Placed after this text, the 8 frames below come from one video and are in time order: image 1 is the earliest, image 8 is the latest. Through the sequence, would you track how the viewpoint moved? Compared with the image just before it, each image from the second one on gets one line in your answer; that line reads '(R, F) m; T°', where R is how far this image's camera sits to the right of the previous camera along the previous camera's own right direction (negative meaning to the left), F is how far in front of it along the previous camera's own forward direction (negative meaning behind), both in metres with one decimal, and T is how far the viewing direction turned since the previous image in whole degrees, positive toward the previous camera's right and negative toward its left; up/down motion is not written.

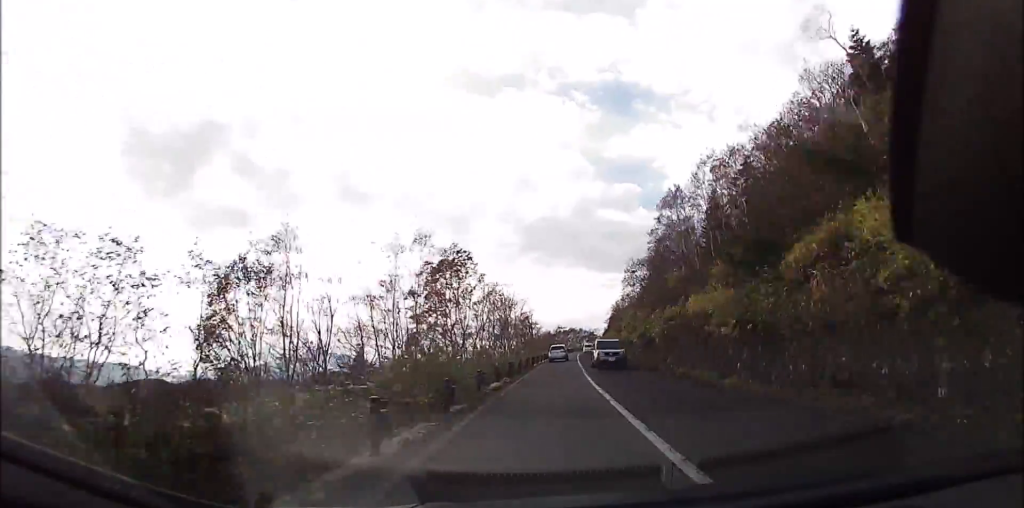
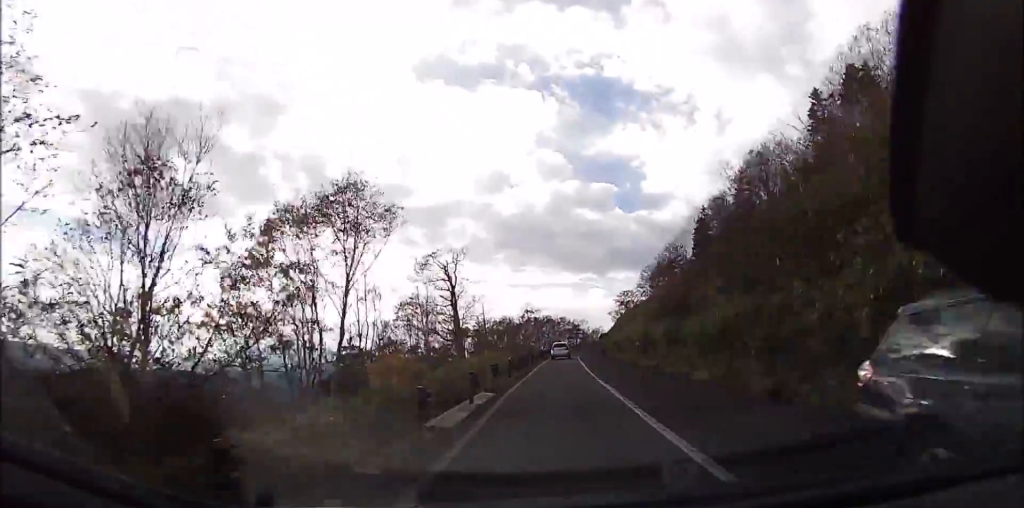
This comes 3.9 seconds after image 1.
(-0.2, +55.8) m; +2°
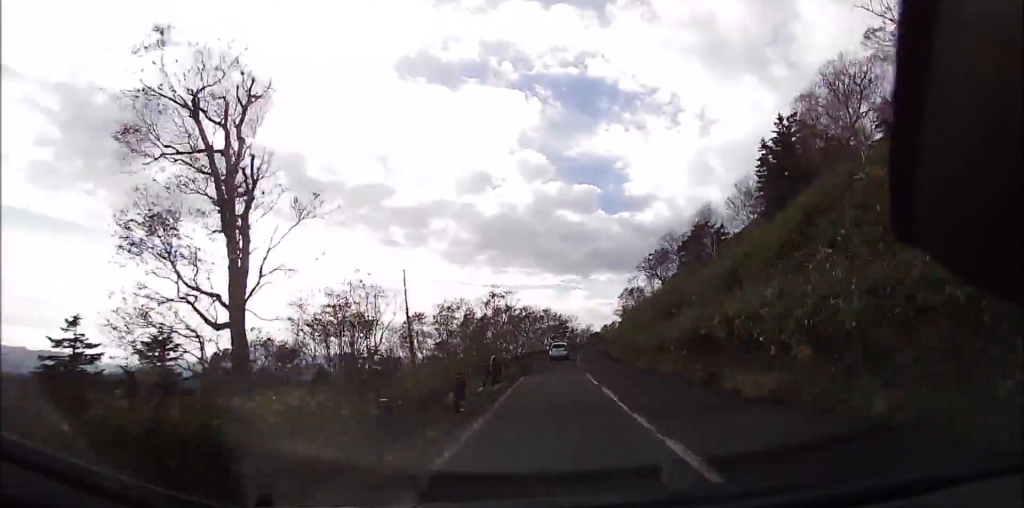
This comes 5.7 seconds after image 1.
(+0.5, +23.8) m; +2°
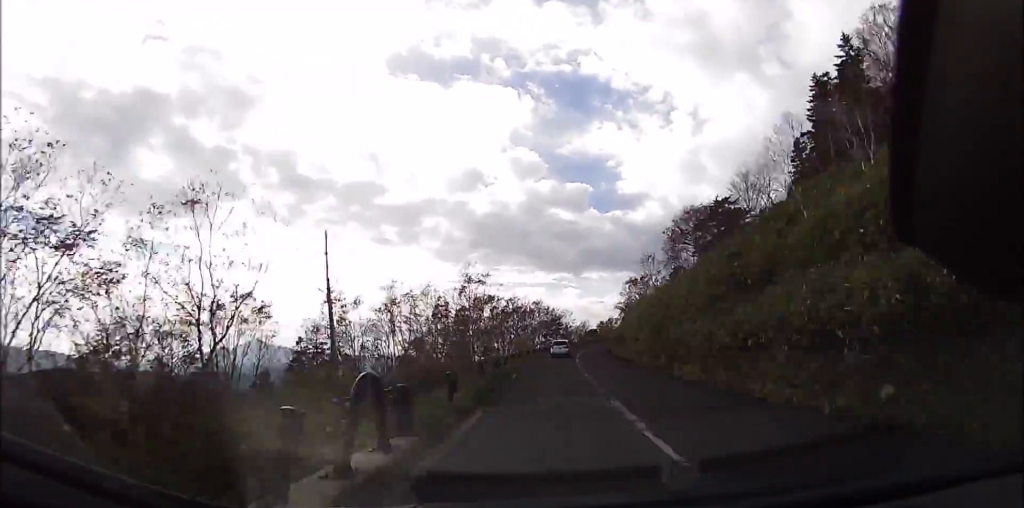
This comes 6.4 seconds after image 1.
(+0.2, +10.6) m; +1°
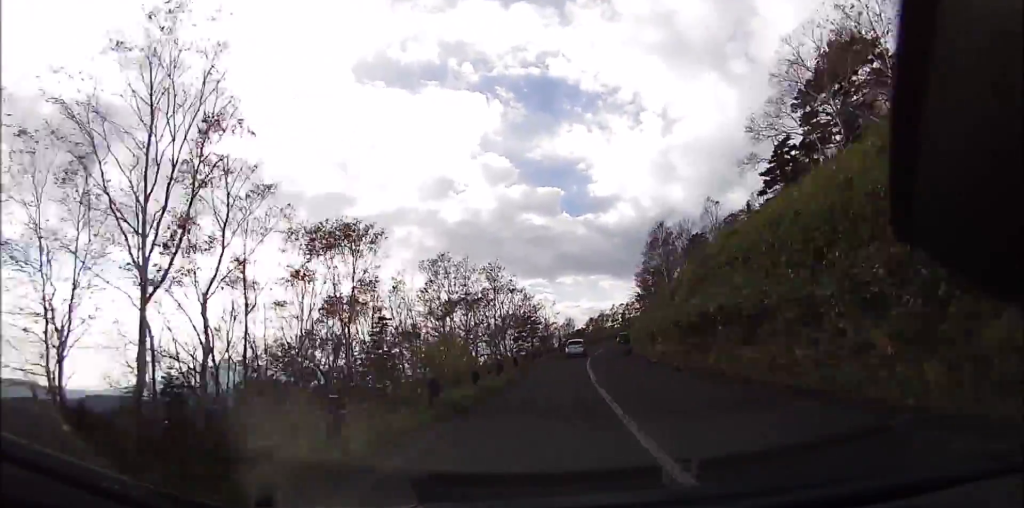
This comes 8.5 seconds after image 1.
(+0.7, +28.8) m; +3°
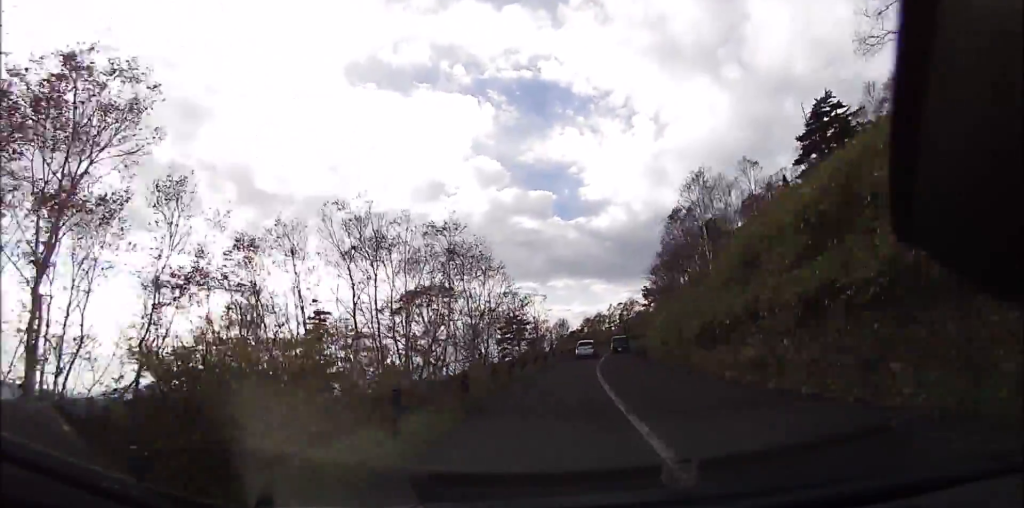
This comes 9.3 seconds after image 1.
(+0.1, +11.4) m; +1°
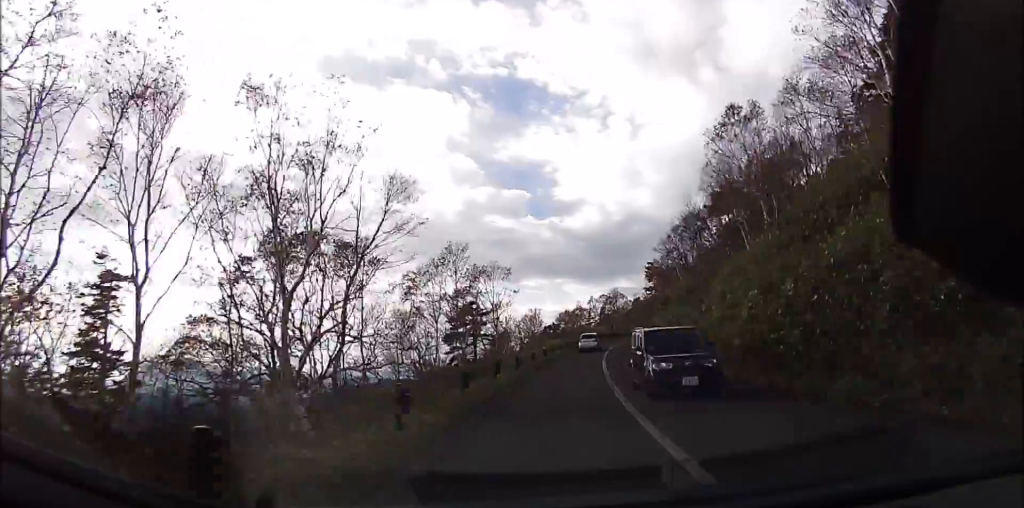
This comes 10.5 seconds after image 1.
(+0.1, +15.9) m; +3°
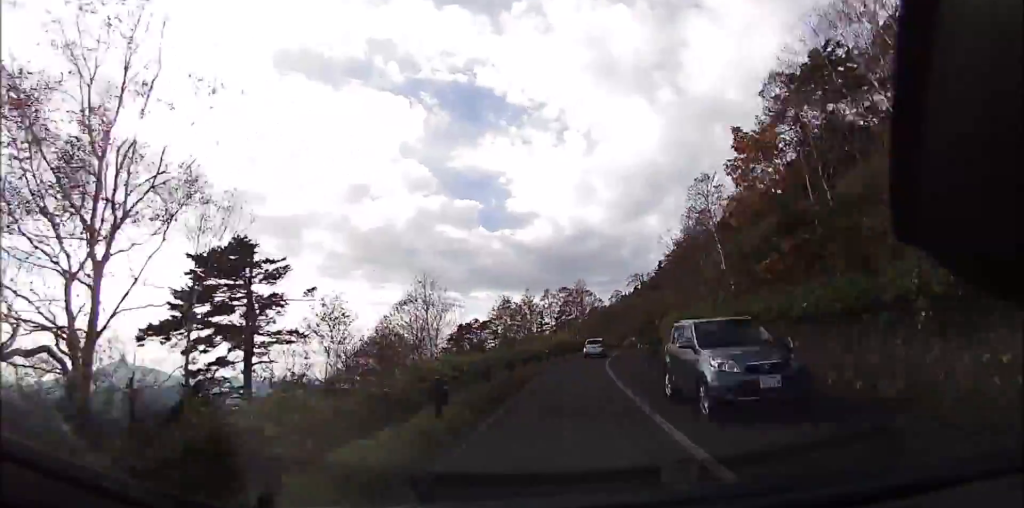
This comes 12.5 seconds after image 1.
(+1.6, +26.1) m; +8°
